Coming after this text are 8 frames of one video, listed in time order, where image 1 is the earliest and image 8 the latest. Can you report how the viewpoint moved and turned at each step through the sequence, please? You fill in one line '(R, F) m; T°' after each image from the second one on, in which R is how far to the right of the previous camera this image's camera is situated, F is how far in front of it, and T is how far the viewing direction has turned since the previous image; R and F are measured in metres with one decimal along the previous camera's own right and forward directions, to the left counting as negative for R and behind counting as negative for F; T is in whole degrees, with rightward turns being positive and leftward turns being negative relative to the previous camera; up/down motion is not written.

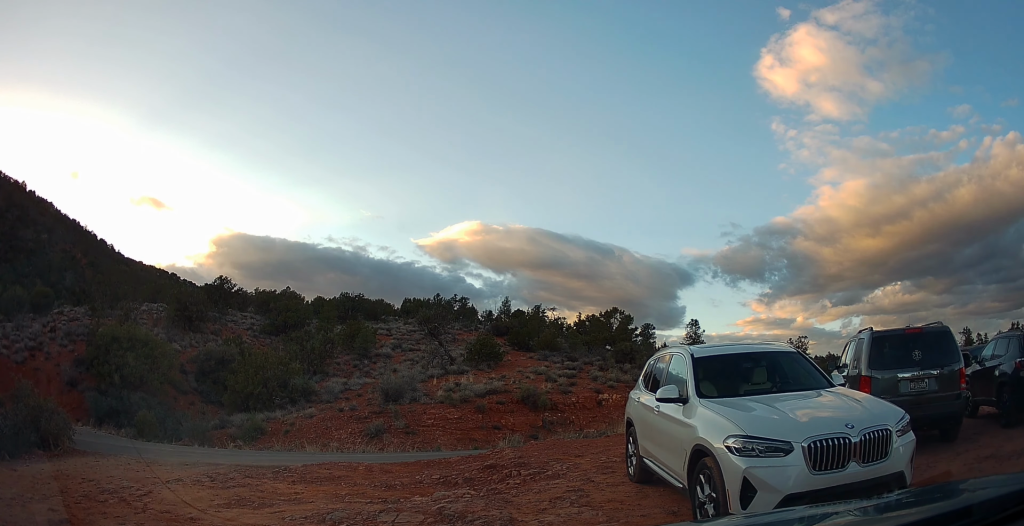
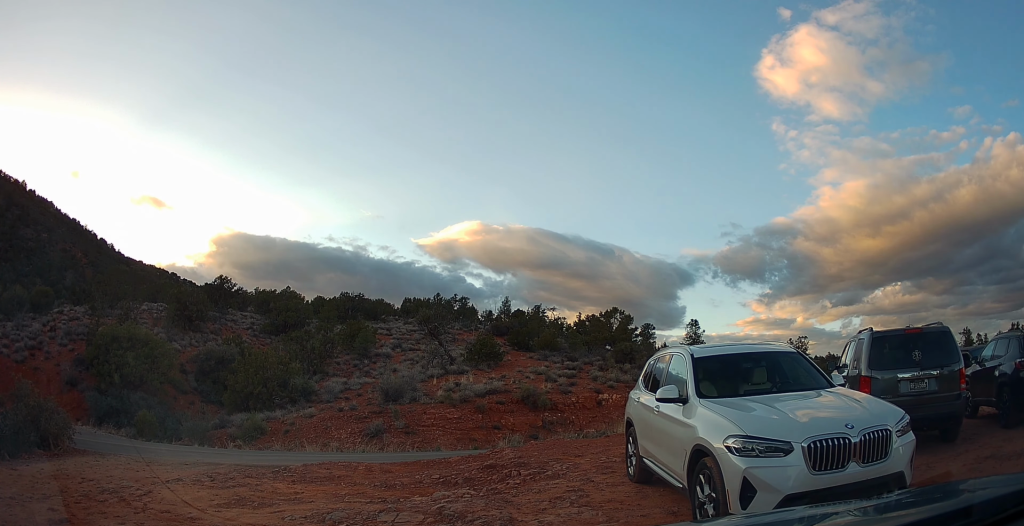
(0.0, 0.0) m; 0°
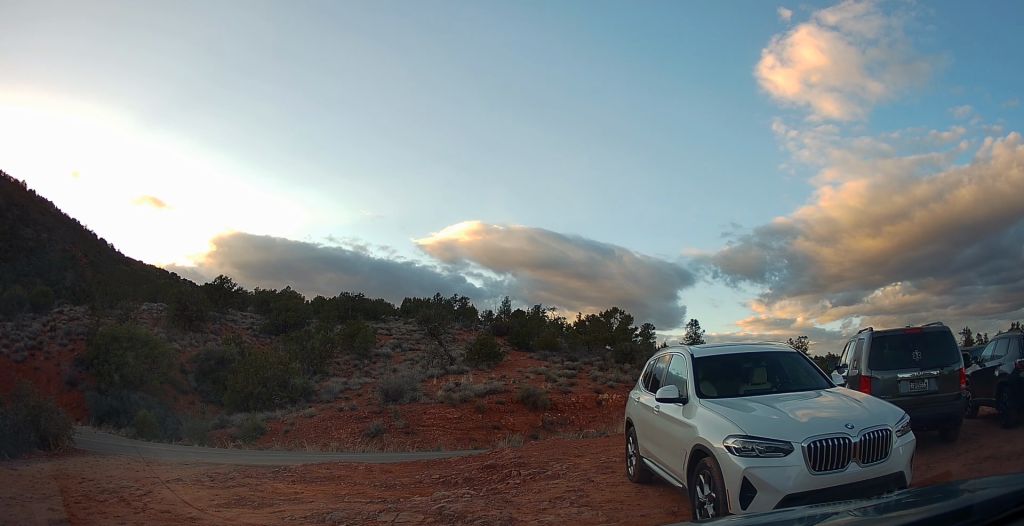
(0.0, 0.0) m; 0°
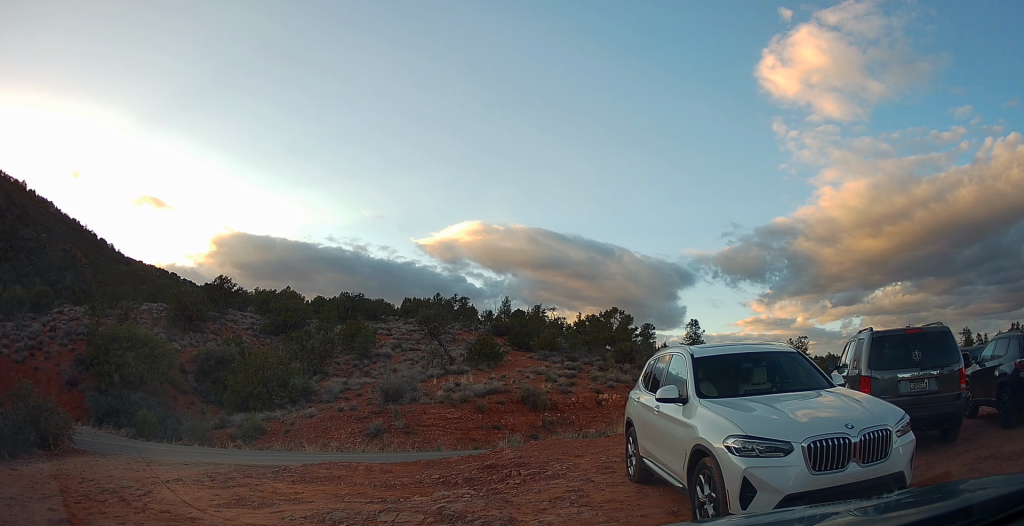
(0.0, 0.0) m; 0°
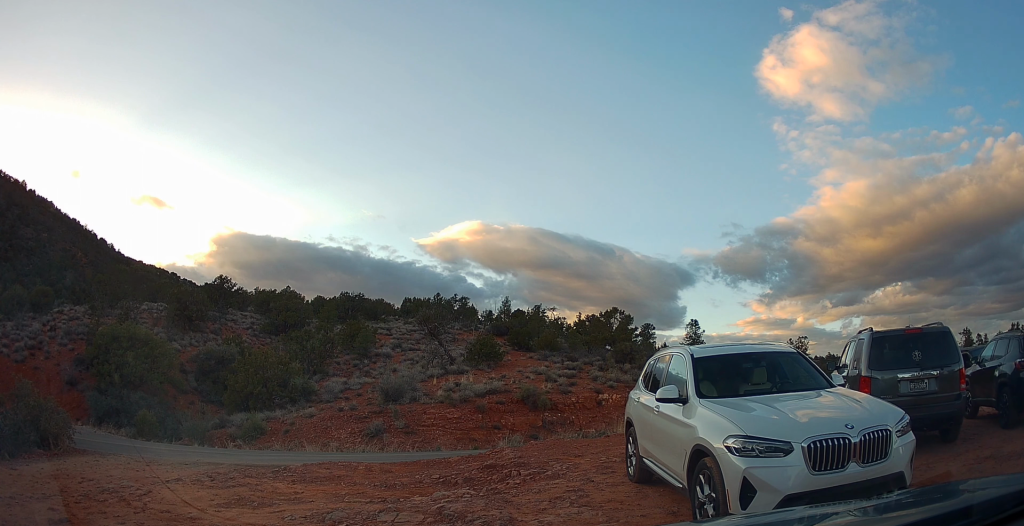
(0.0, 0.0) m; 0°
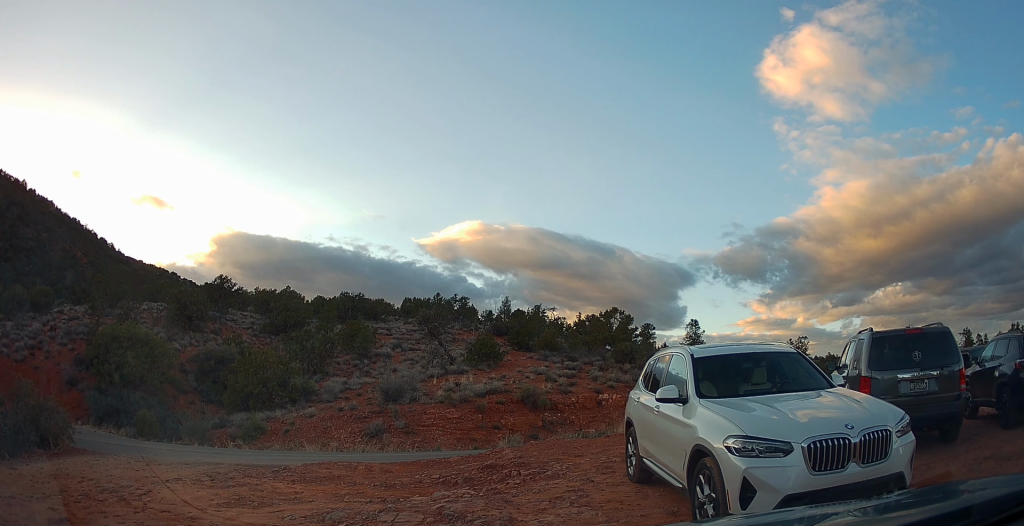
(0.0, 0.0) m; 0°
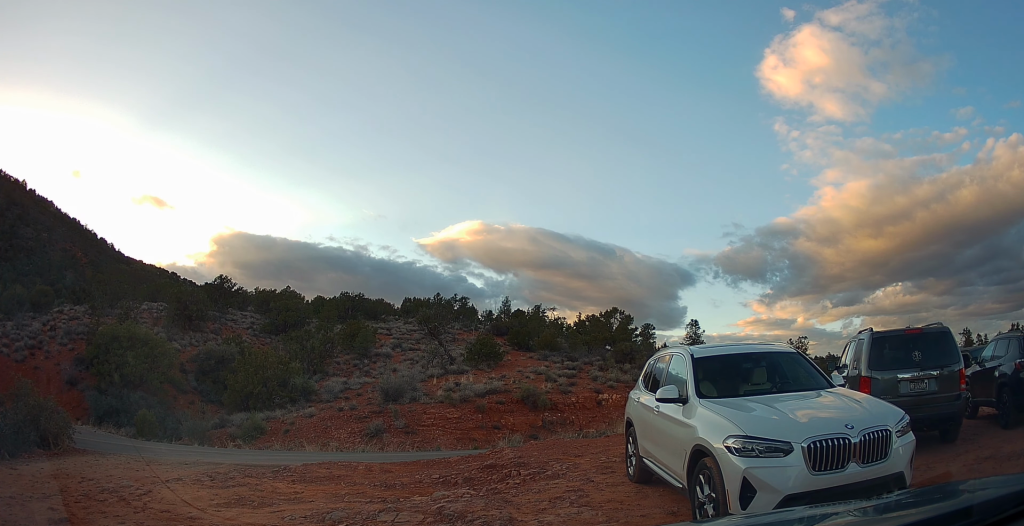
(0.0, 0.0) m; 0°
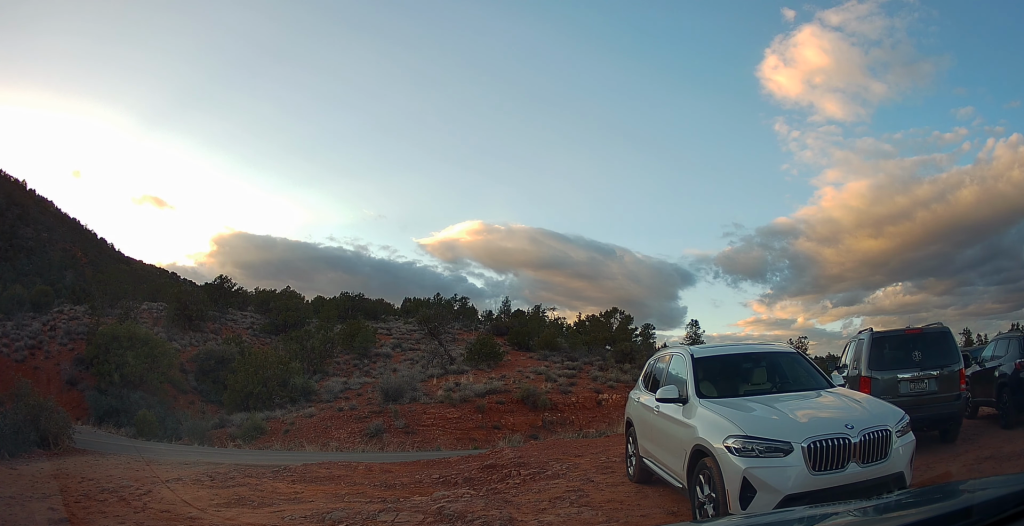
(0.0, 0.0) m; 0°
